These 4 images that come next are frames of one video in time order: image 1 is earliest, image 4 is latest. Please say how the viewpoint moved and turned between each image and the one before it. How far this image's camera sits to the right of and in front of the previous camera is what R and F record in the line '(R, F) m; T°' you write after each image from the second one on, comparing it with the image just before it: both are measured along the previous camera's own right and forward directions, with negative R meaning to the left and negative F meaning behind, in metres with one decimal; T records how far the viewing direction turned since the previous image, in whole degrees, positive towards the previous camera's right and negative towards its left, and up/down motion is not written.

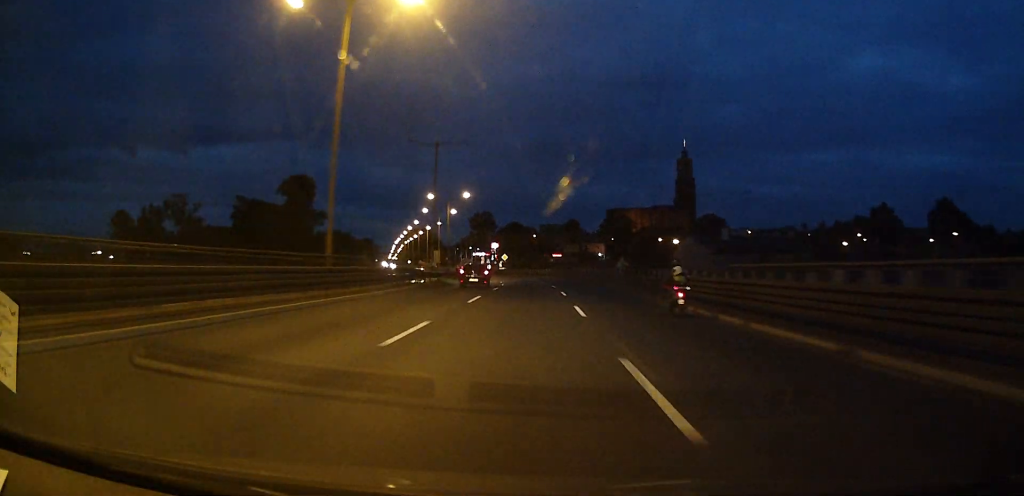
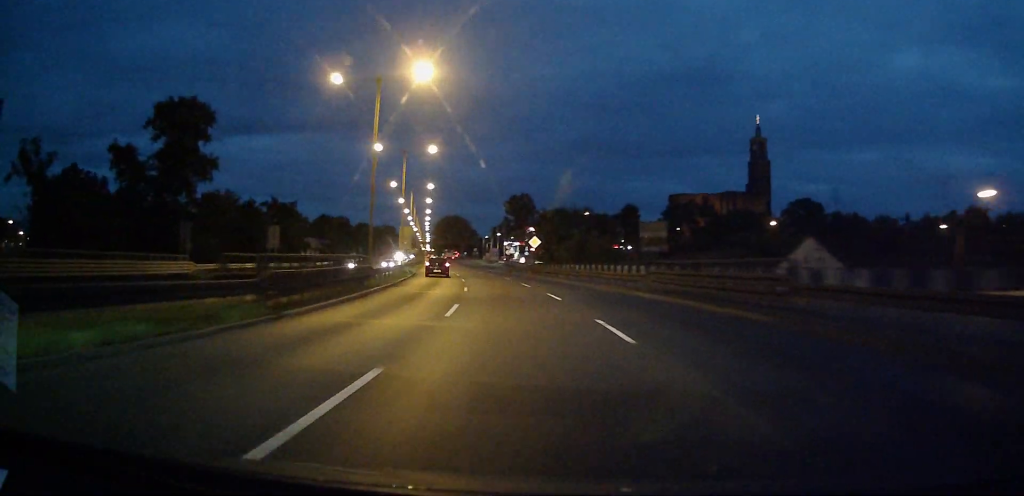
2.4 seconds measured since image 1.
(-0.2, +53.9) m; -1°
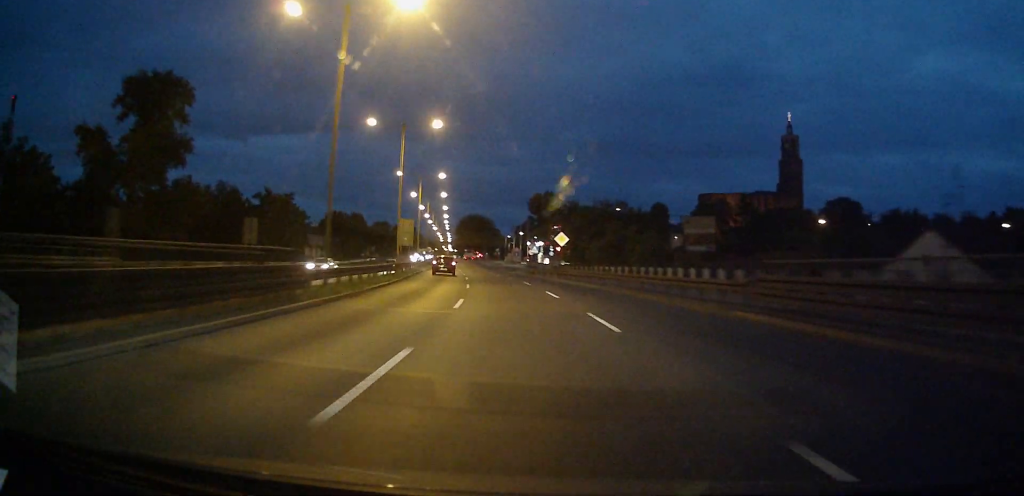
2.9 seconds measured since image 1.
(-0.1, +10.4) m; -2°
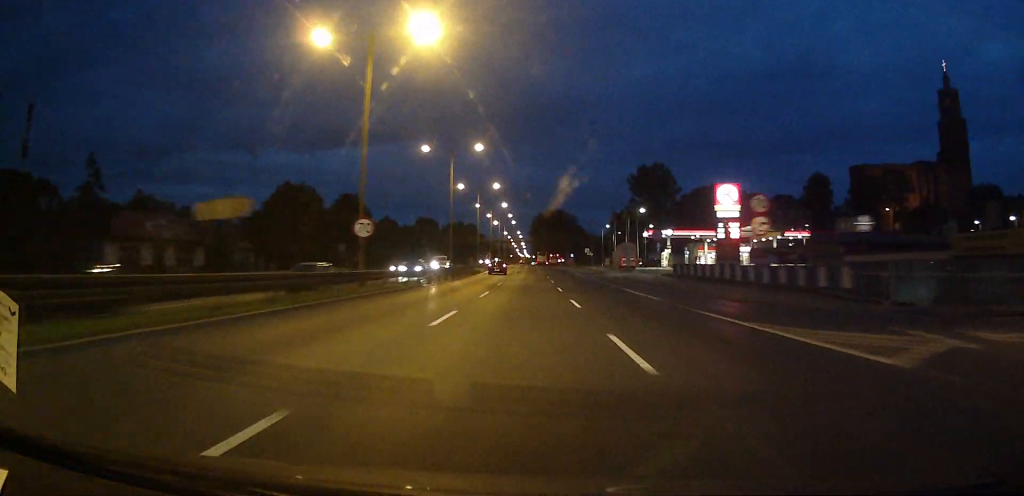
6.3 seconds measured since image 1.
(-7.3, +74.8) m; -10°
